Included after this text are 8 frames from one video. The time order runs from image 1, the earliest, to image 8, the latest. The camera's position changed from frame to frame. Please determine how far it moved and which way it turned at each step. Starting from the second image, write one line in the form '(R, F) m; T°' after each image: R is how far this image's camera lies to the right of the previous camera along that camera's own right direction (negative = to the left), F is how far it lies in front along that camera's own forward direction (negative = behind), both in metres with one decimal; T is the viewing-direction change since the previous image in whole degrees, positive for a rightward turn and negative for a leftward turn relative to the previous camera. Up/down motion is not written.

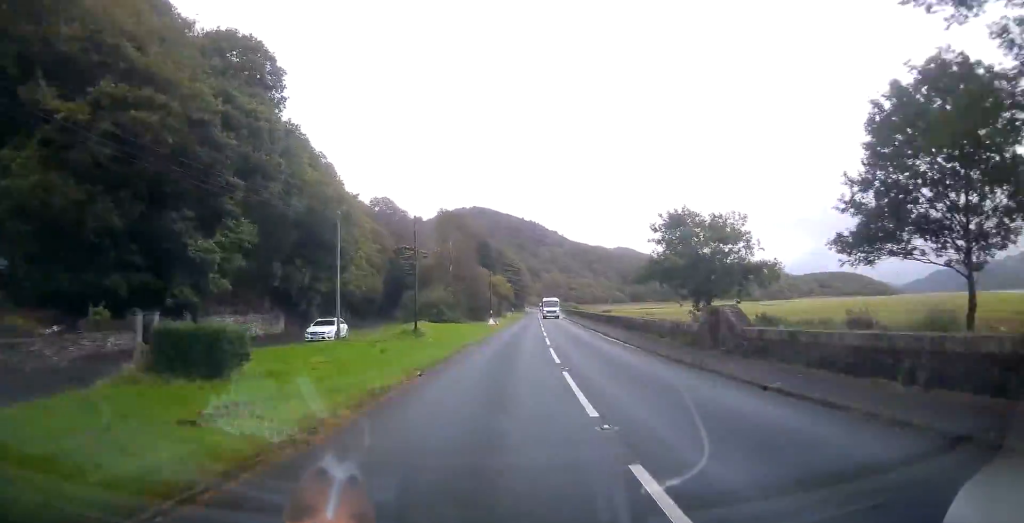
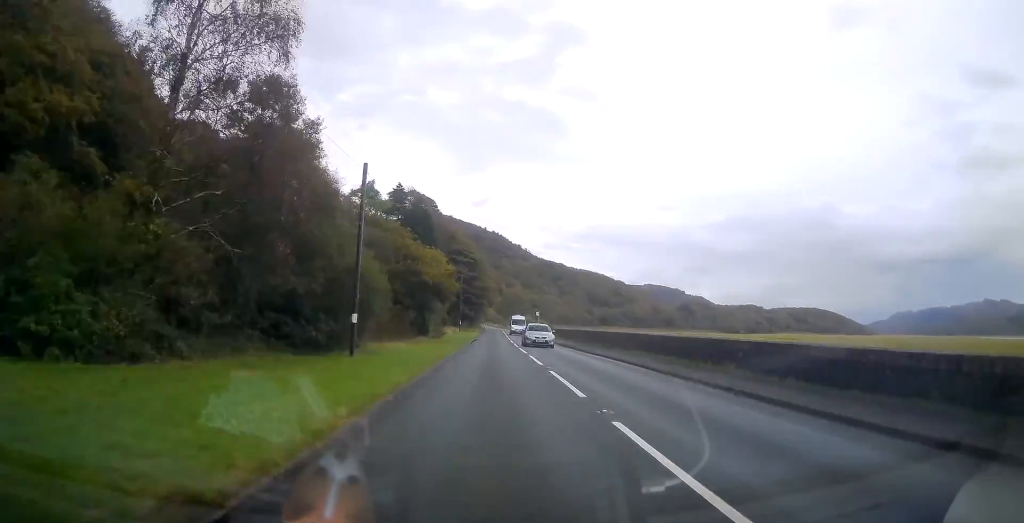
(+2.0, +59.3) m; +2°
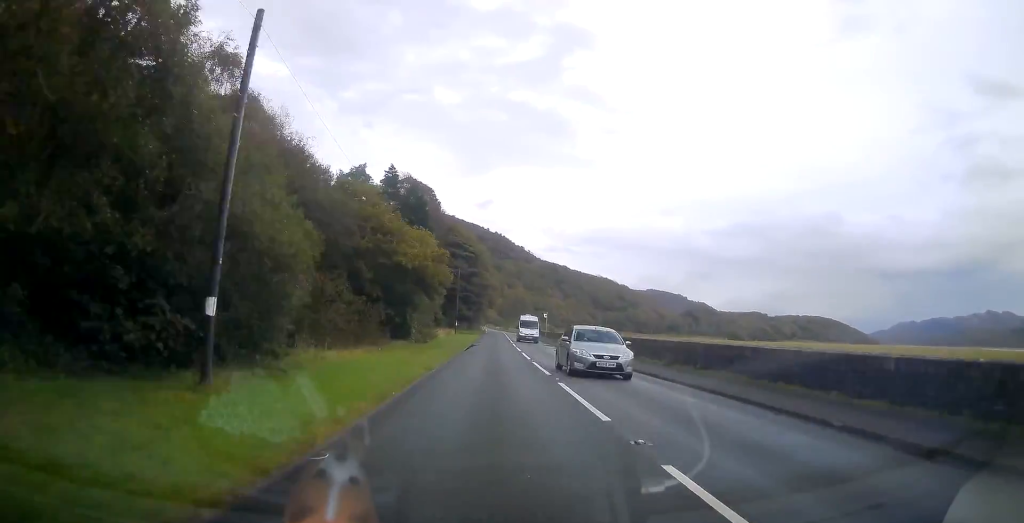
(+0.1, +11.2) m; 0°
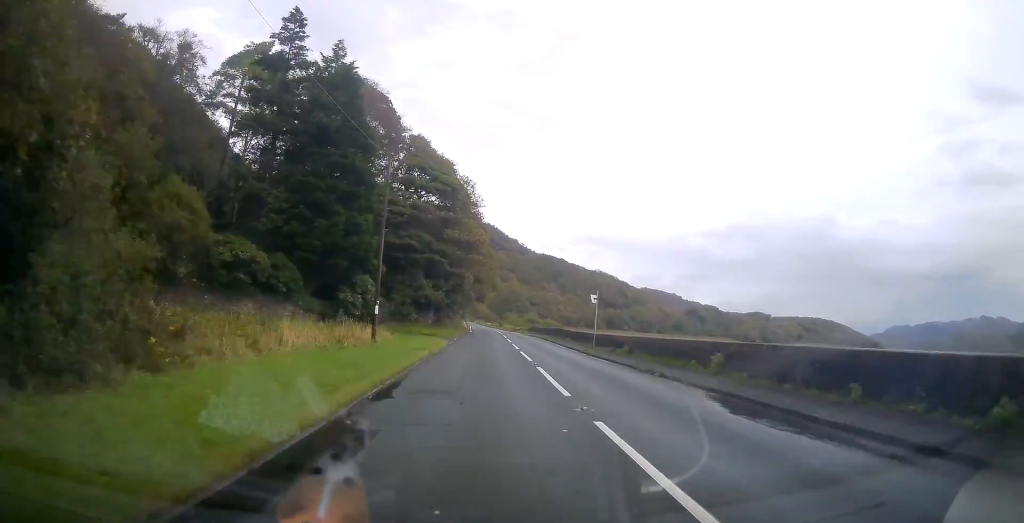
(-0.1, +42.7) m; 0°
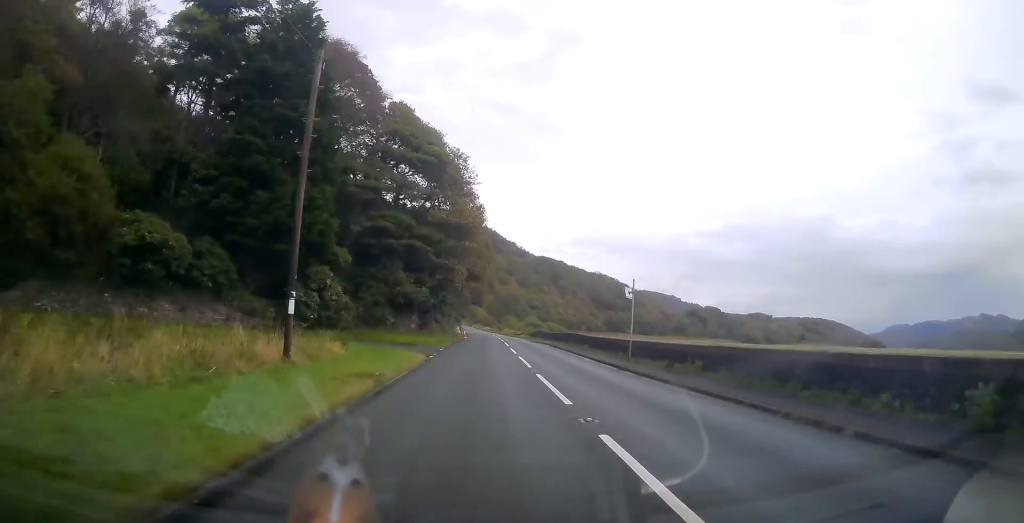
(0.0, +10.1) m; 0°
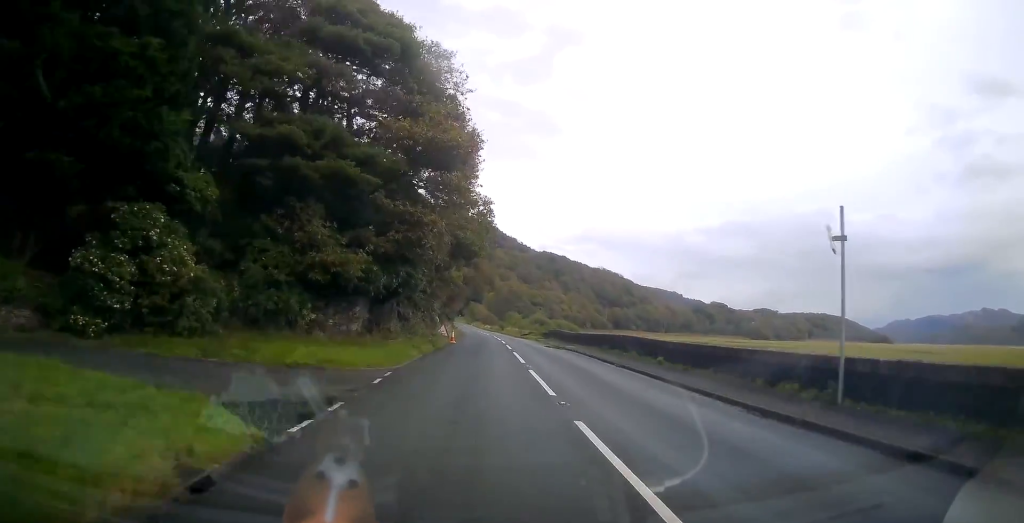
(+0.1, +17.0) m; 0°
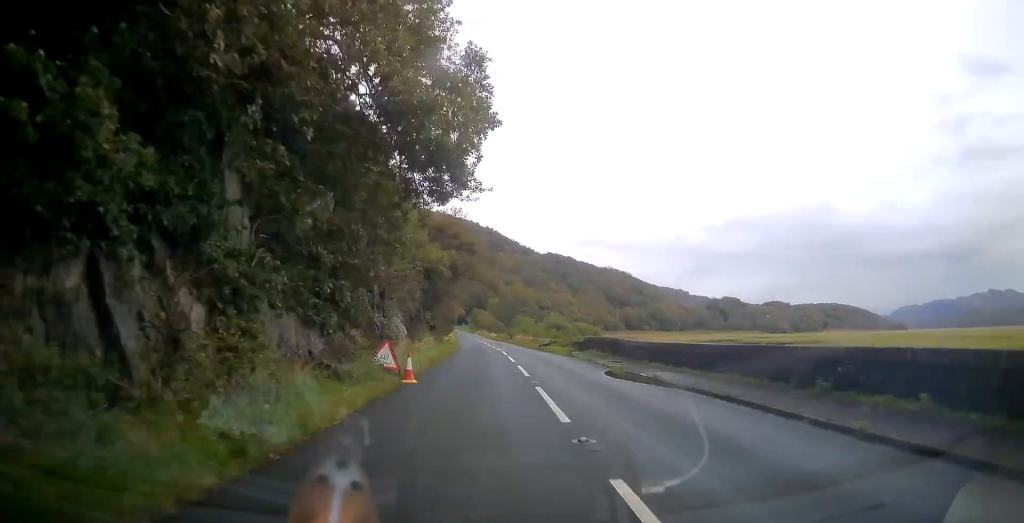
(0.0, +20.6) m; 0°
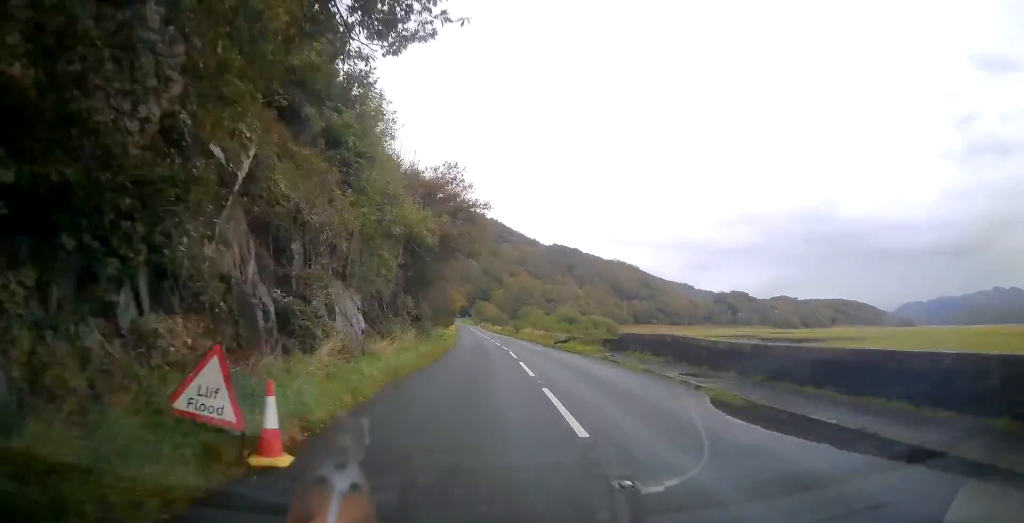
(0.0, +10.2) m; 0°
